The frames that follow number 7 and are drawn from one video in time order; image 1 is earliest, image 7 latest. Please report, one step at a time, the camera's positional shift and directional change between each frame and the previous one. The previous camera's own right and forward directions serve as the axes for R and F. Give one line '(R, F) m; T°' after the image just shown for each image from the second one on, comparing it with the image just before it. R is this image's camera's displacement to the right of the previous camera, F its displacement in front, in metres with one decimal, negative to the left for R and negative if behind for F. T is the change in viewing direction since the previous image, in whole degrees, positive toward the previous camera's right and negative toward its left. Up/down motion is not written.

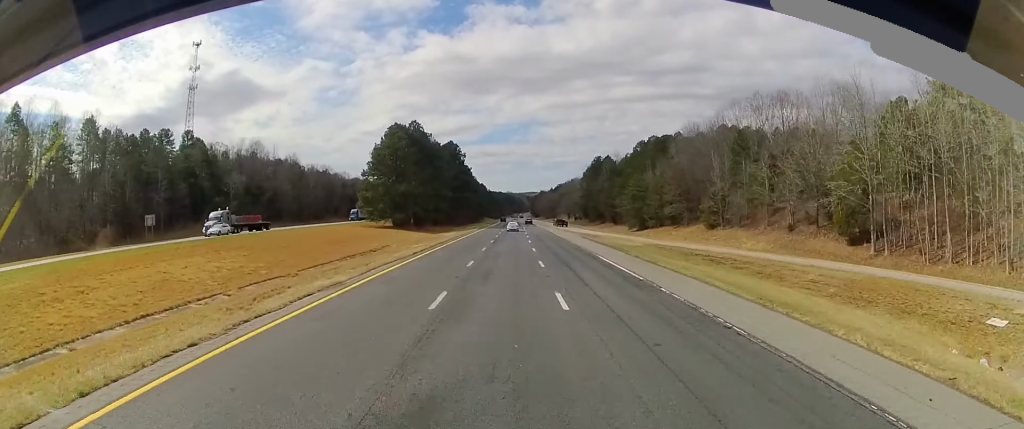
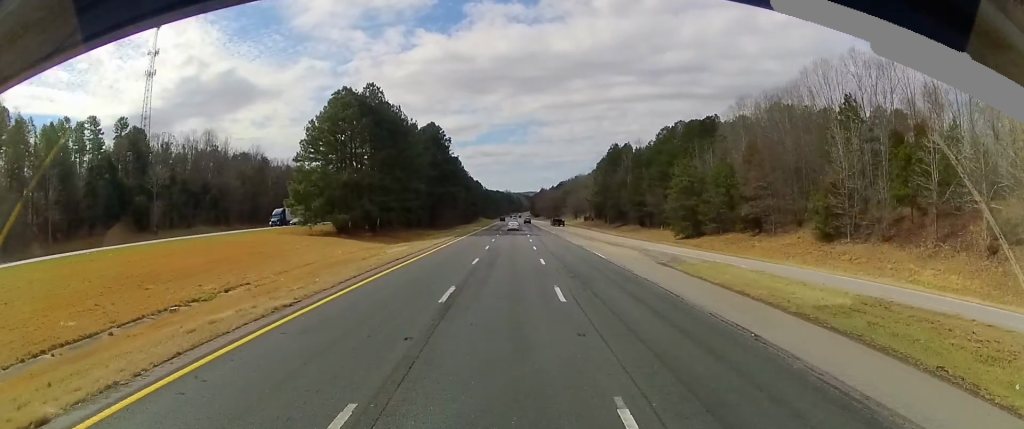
(0.0, +34.7) m; 0°
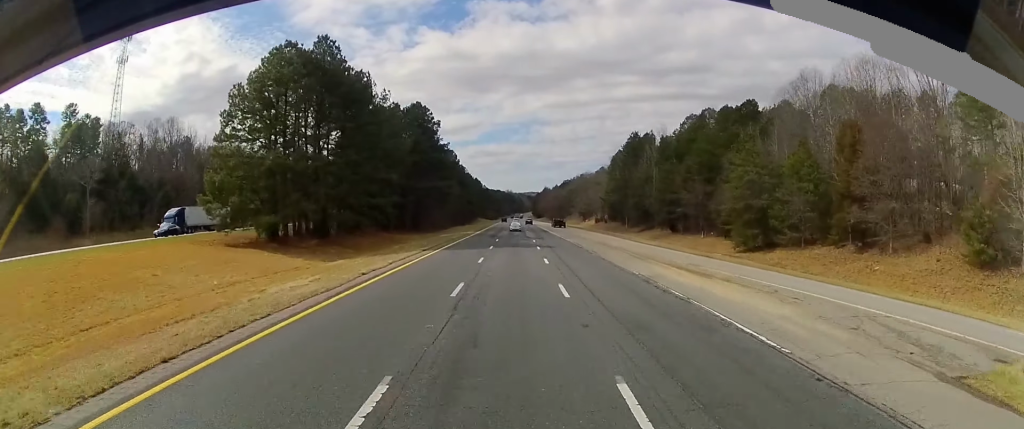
(0.0, +22.8) m; 0°
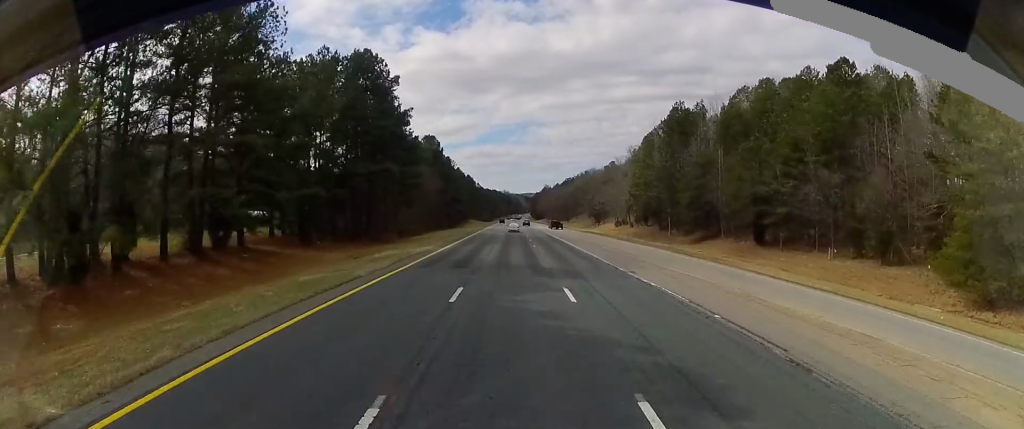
(0.0, +36.8) m; 0°
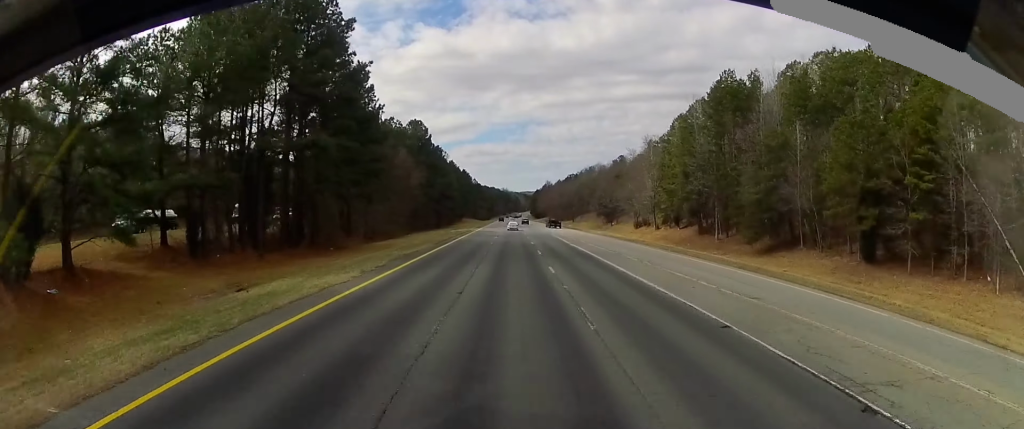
(0.0, +21.7) m; 0°
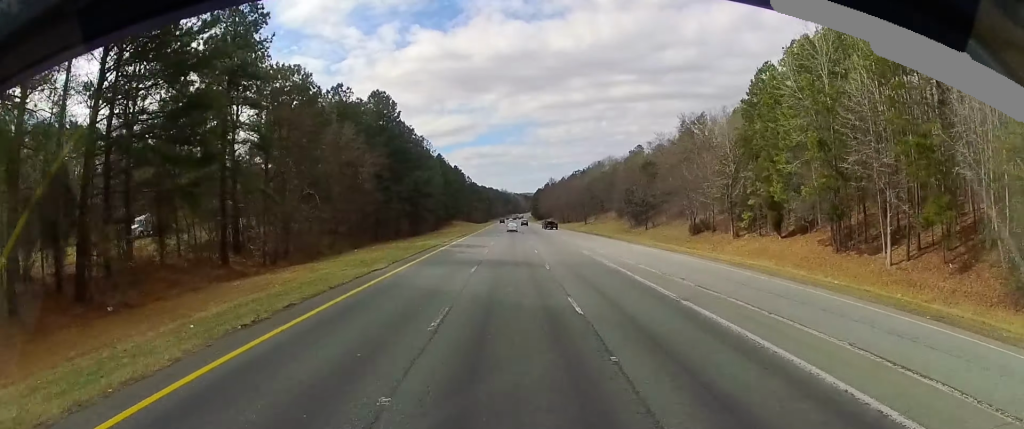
(+0.1, +34.7) m; +1°
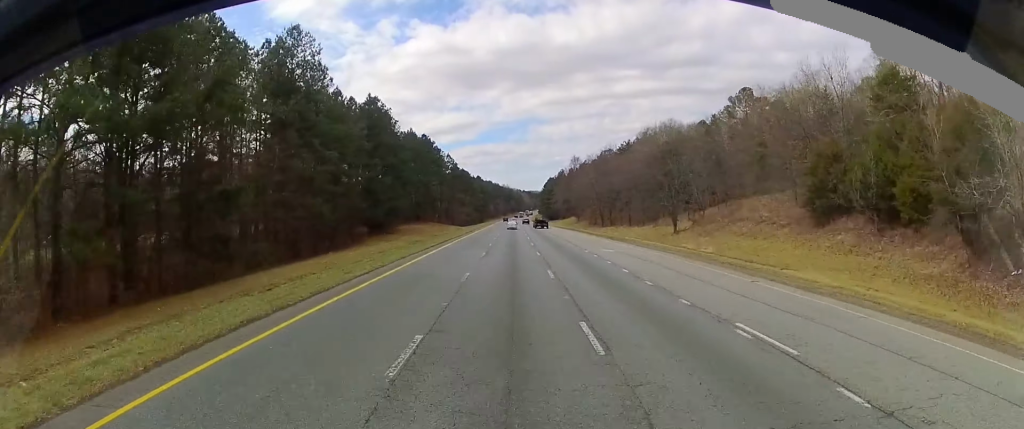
(+0.8, +89.4) m; 0°
